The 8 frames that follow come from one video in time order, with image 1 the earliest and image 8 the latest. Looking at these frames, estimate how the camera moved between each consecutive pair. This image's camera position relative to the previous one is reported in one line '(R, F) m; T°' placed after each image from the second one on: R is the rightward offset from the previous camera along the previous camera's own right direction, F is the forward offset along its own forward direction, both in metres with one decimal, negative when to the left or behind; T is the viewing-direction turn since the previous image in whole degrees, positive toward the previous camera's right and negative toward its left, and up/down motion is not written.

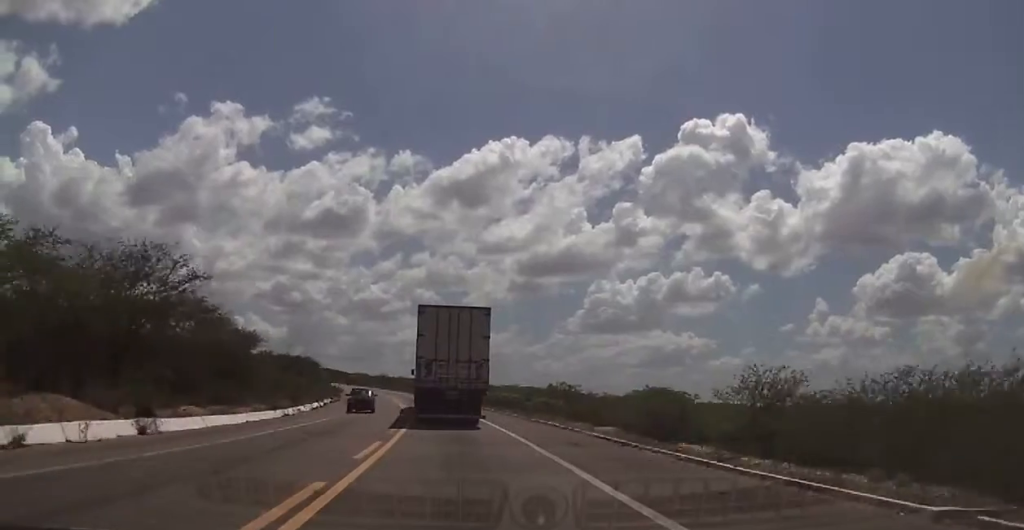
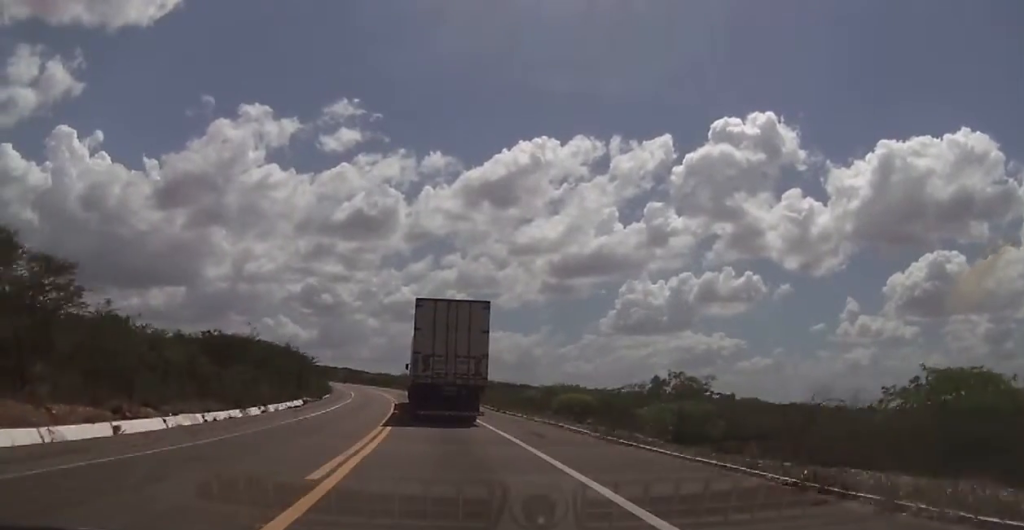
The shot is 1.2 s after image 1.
(-0.7, +27.4) m; -1°
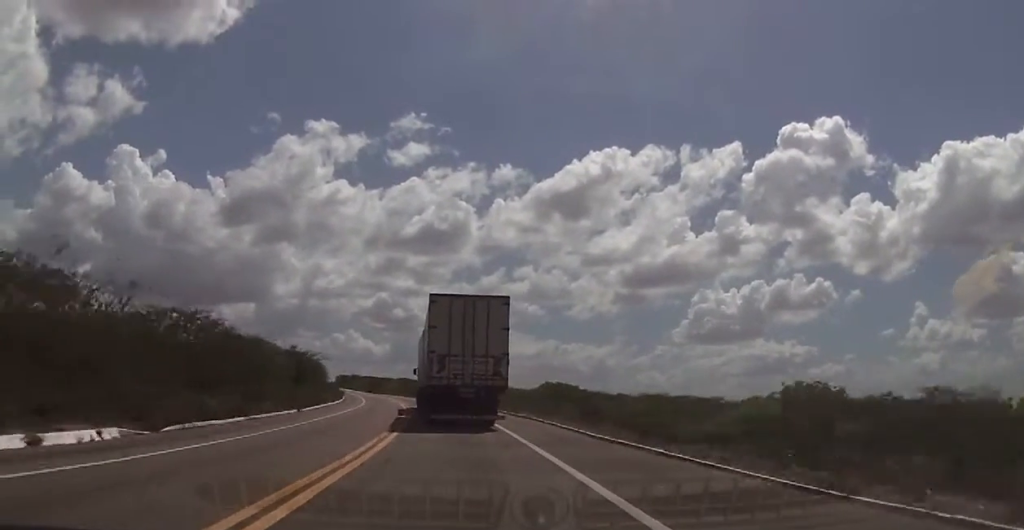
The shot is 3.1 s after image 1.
(-1.3, +41.7) m; -6°
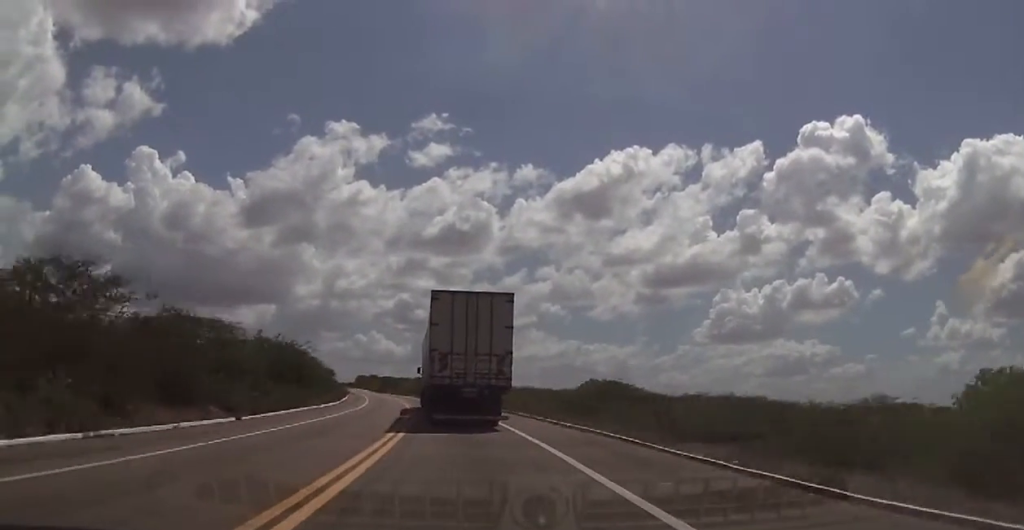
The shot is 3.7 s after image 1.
(-0.4, +13.5) m; -2°
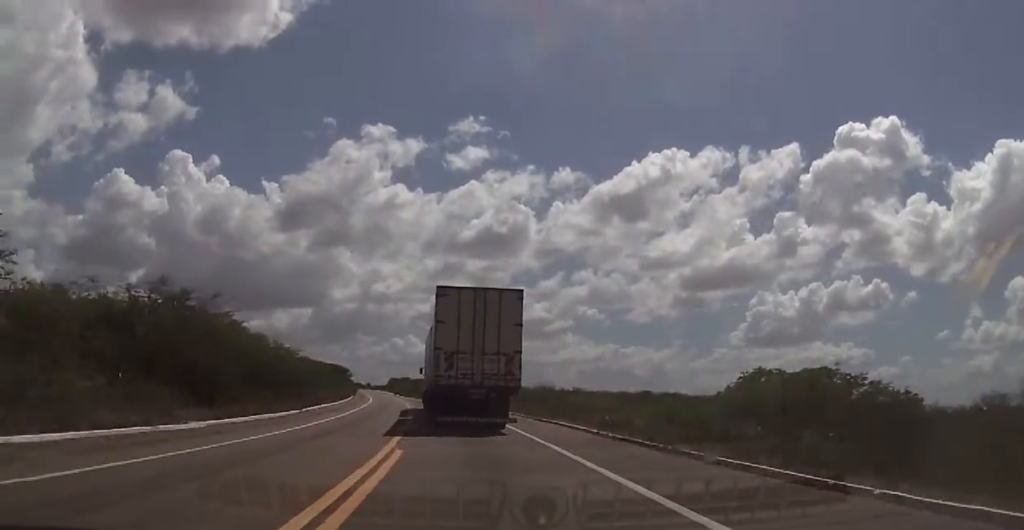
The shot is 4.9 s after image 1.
(-0.4, +27.4) m; -2°
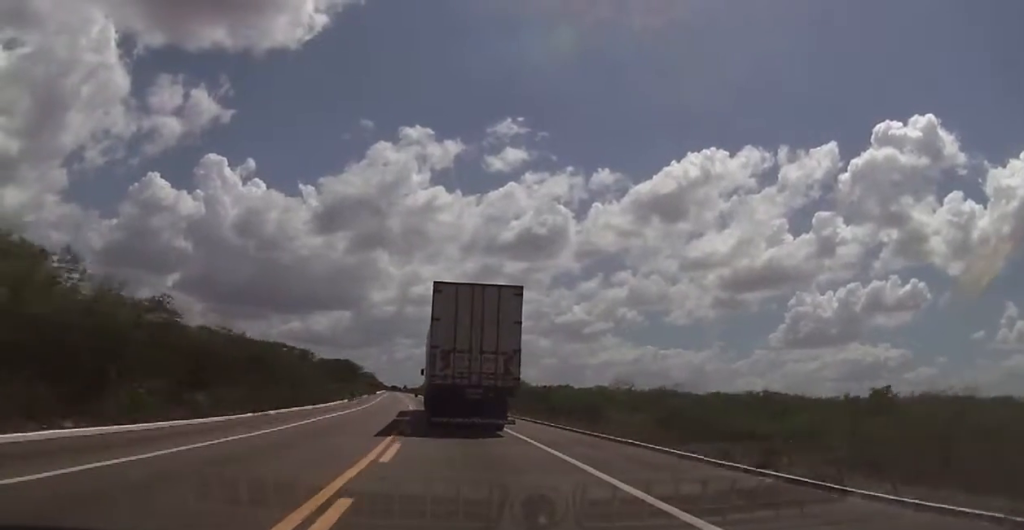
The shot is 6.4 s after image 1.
(-1.3, +32.4) m; -4°
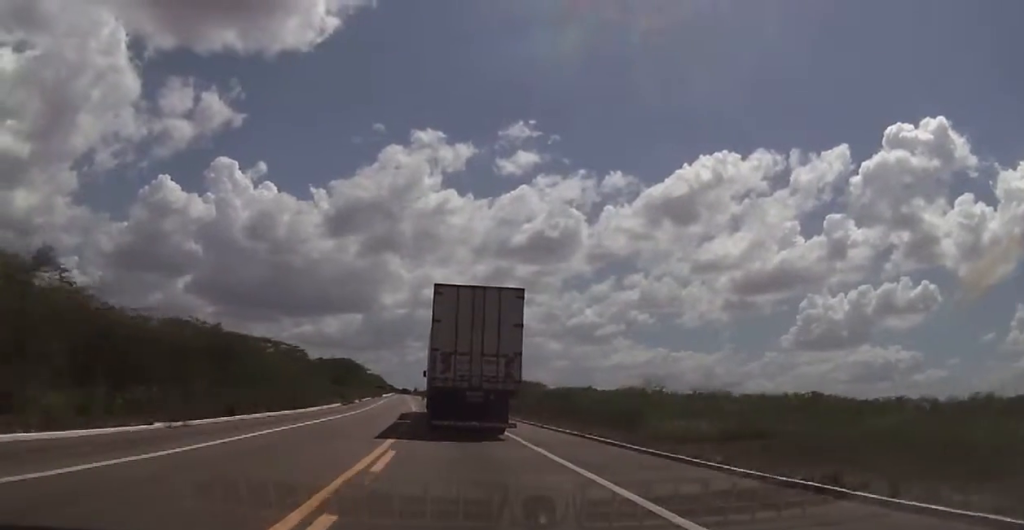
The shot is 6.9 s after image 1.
(0.0, +9.2) m; -1°
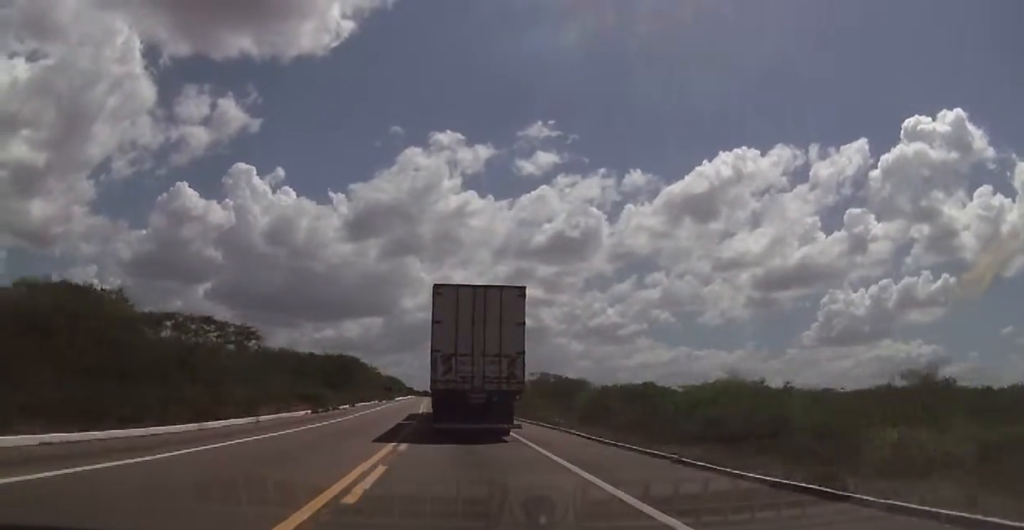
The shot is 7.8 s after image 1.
(-0.1, +19.0) m; -2°
